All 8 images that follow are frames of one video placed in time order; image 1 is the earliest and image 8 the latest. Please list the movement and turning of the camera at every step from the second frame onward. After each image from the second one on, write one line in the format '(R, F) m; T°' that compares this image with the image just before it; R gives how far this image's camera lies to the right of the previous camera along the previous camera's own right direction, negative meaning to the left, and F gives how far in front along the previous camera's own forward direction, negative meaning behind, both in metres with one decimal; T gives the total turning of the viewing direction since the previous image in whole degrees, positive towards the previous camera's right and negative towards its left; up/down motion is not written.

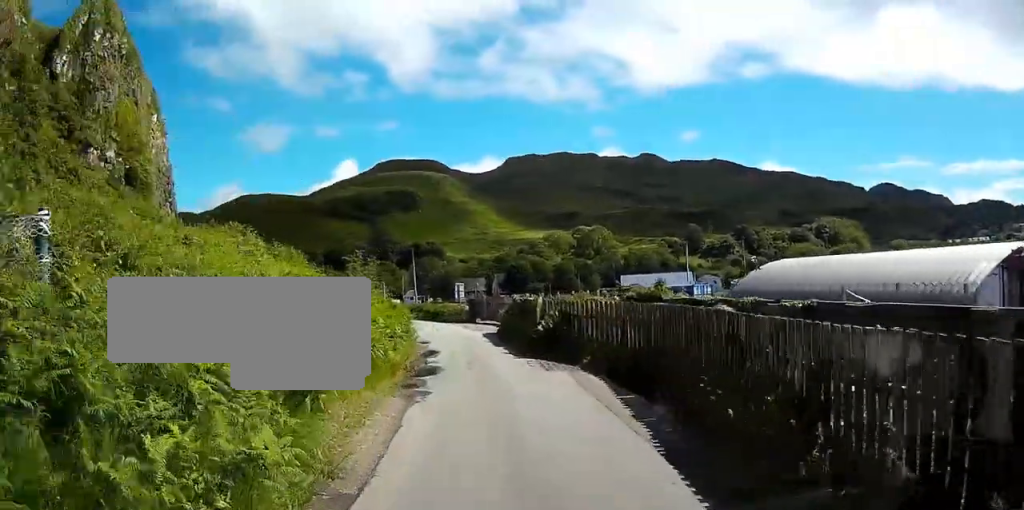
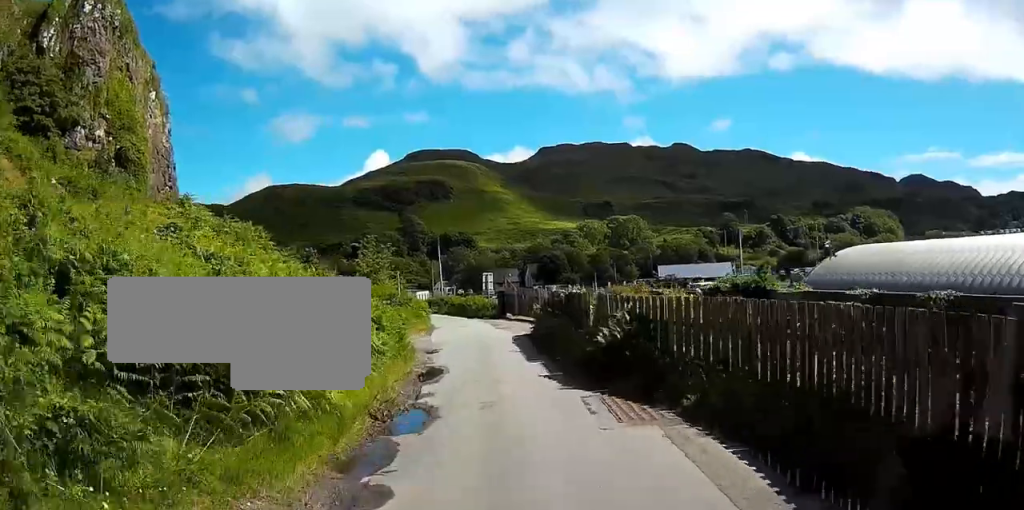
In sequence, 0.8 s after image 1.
(-0.2, +7.1) m; -8°
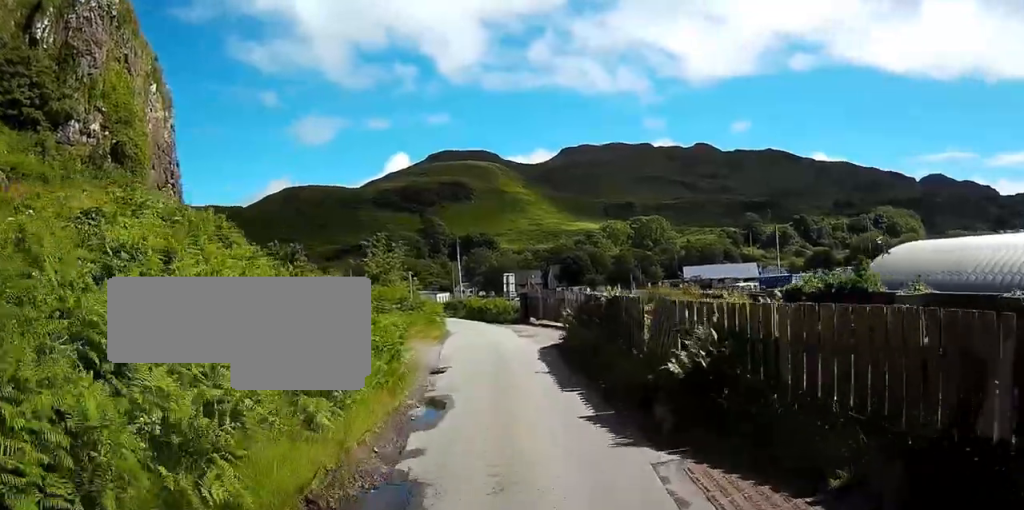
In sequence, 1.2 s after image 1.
(-0.4, +4.1) m; -4°
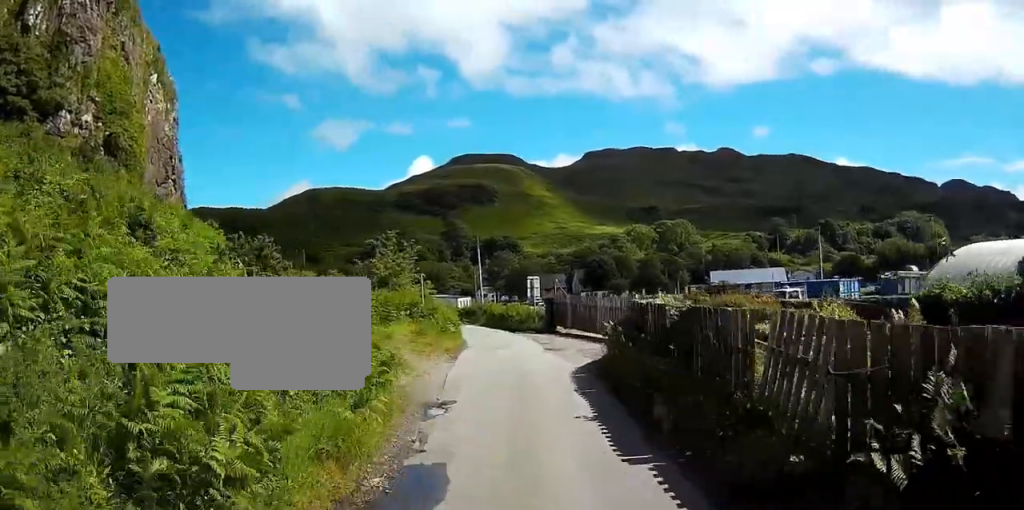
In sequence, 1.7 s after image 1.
(-0.2, +4.5) m; -4°
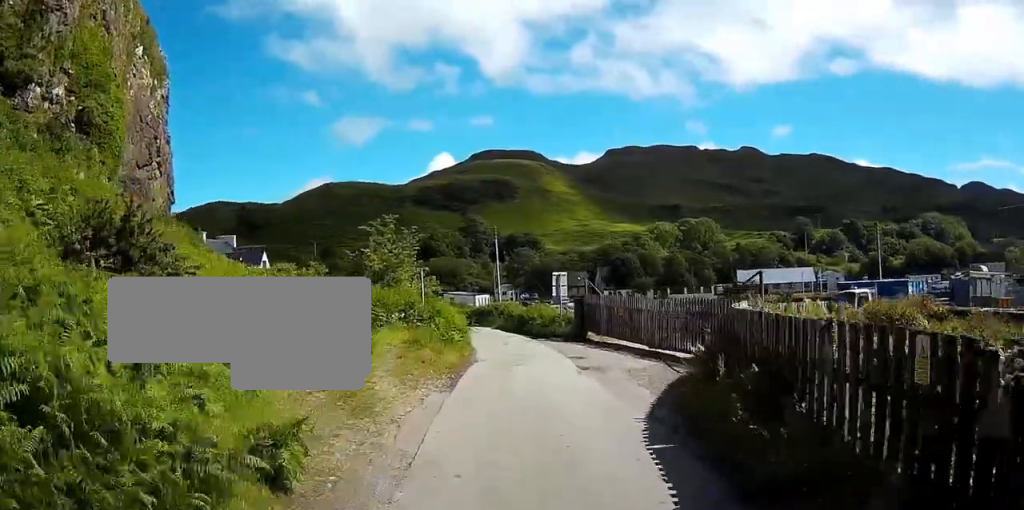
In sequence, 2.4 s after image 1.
(-0.2, +7.0) m; -4°
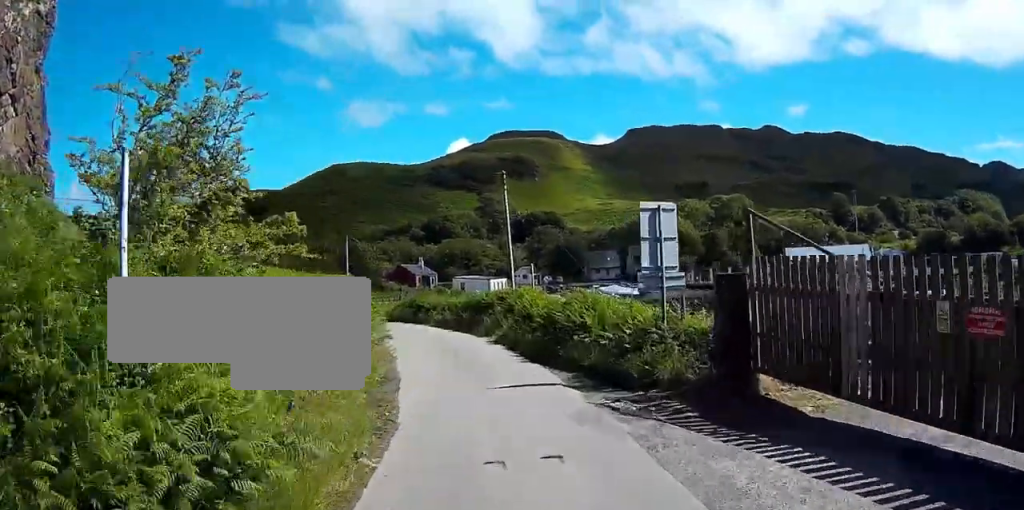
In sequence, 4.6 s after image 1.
(-1.5, +22.6) m; -4°
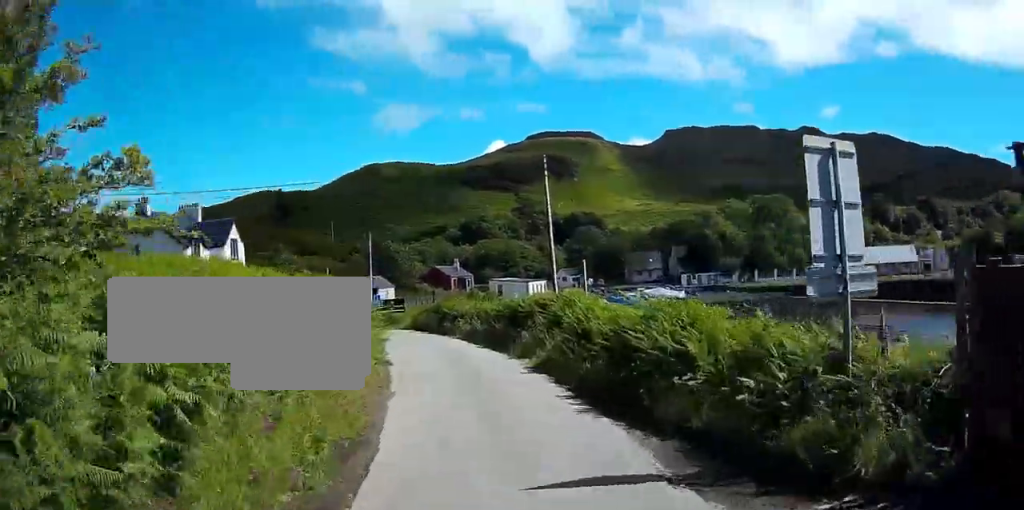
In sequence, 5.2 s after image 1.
(0.0, +6.4) m; 0°
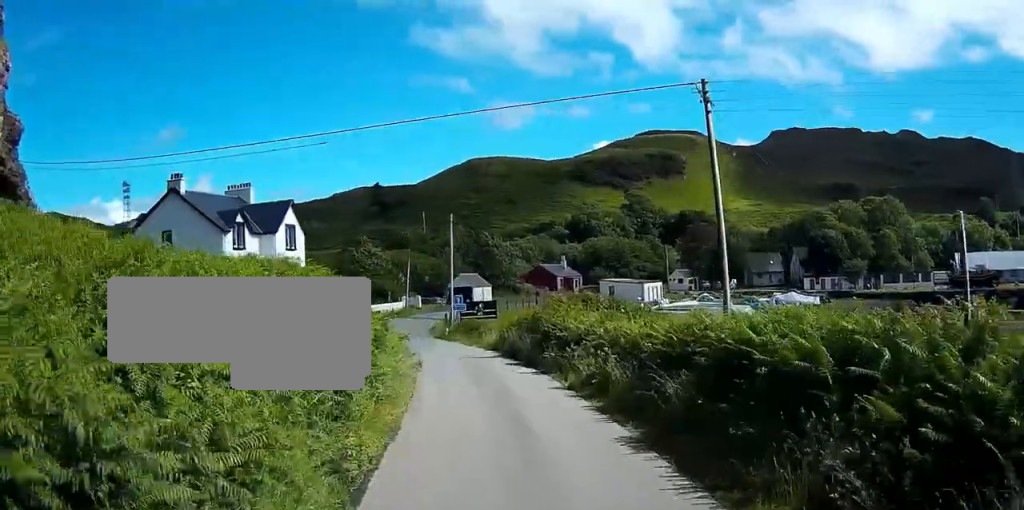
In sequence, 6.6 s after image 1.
(0.0, +14.6) m; -3°
